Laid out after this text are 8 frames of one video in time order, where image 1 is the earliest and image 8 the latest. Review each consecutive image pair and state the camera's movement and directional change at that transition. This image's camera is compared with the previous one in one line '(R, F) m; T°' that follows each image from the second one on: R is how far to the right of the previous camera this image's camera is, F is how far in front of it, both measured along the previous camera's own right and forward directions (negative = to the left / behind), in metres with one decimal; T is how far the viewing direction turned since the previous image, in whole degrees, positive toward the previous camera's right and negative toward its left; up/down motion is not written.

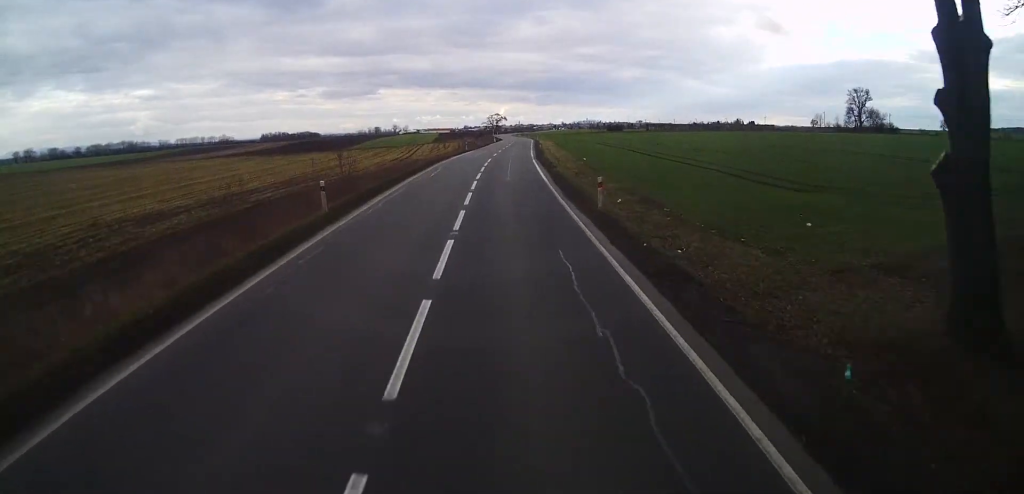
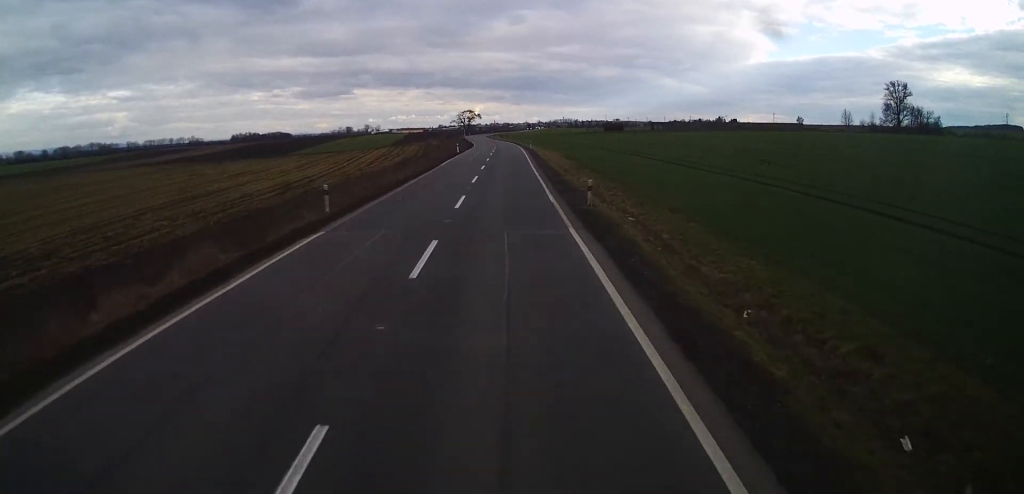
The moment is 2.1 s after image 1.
(-0.6, +48.0) m; 0°
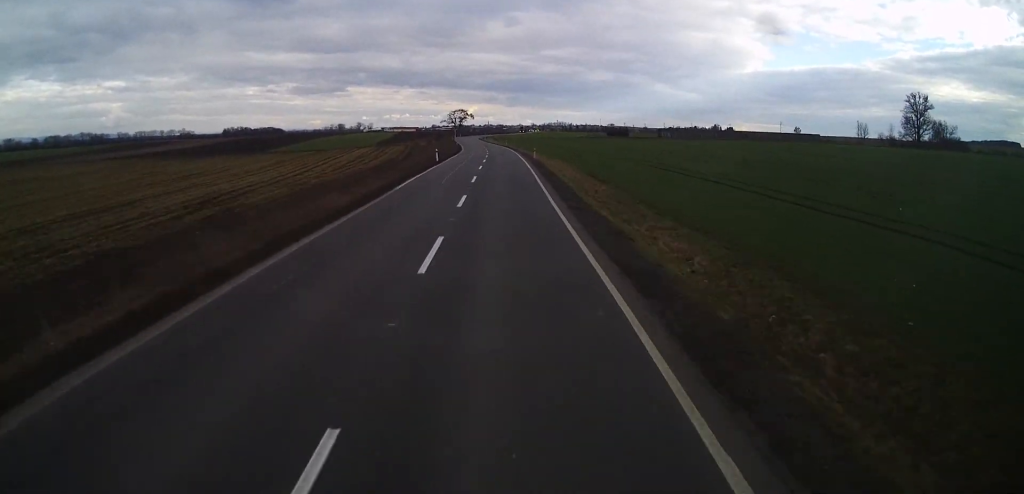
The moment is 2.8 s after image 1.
(0.0, +17.4) m; +1°
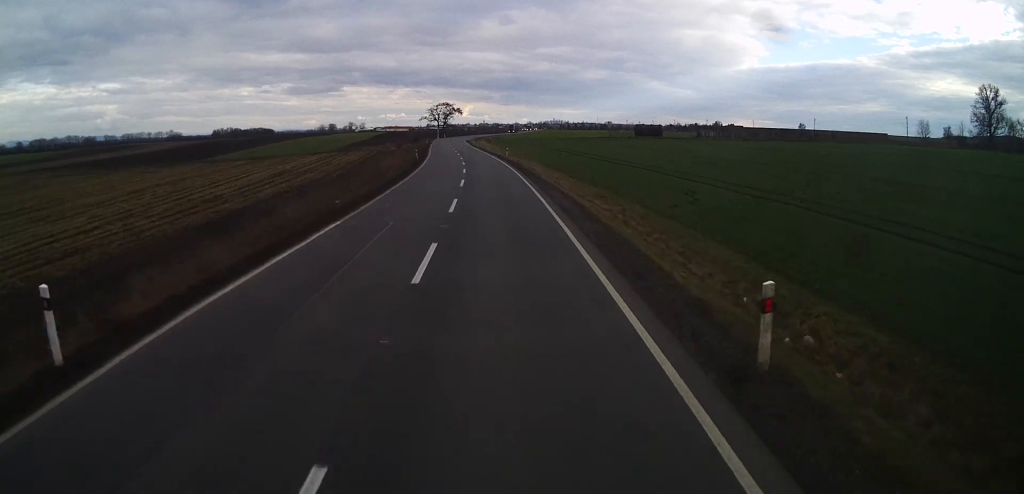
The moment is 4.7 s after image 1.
(+0.6, +46.0) m; +1°
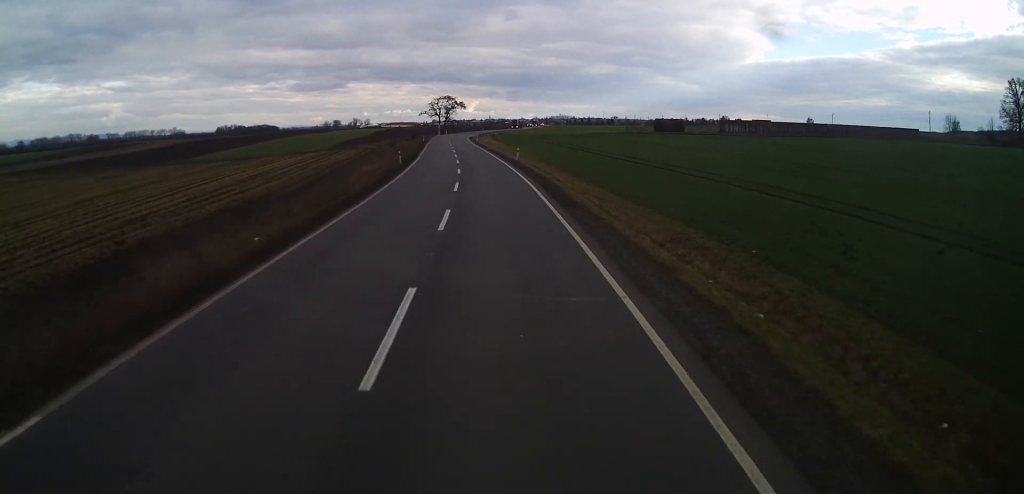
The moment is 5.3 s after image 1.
(0.0, +13.4) m; 0°
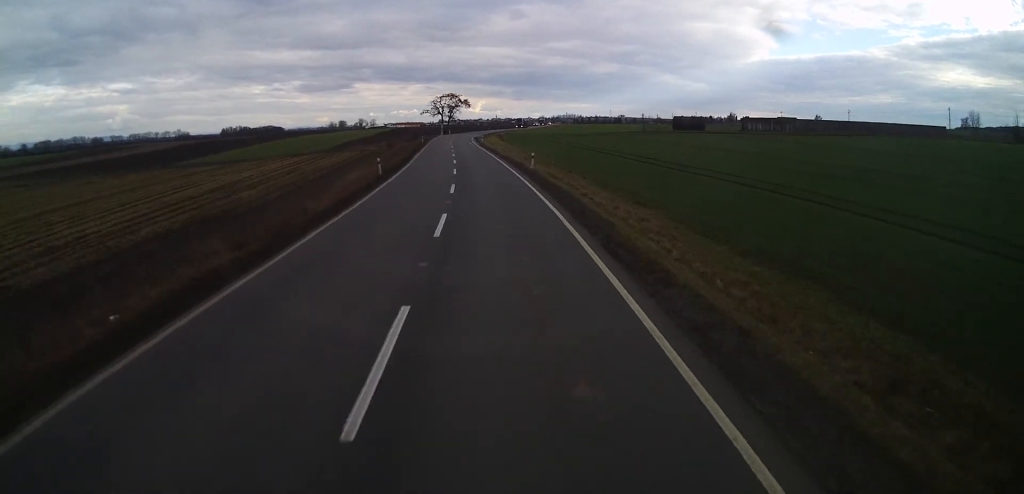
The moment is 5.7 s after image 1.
(+0.1, +10.2) m; 0°
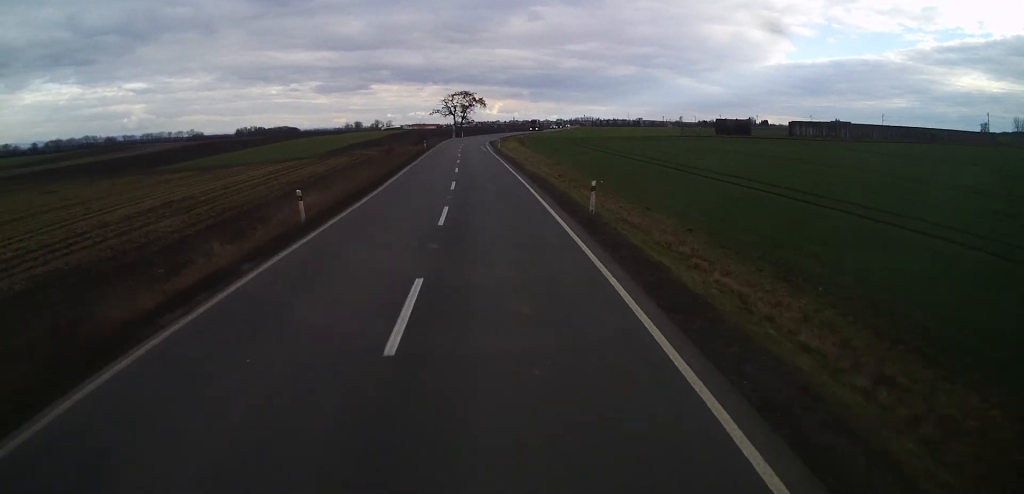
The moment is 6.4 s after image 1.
(-0.2, +16.2) m; -1°
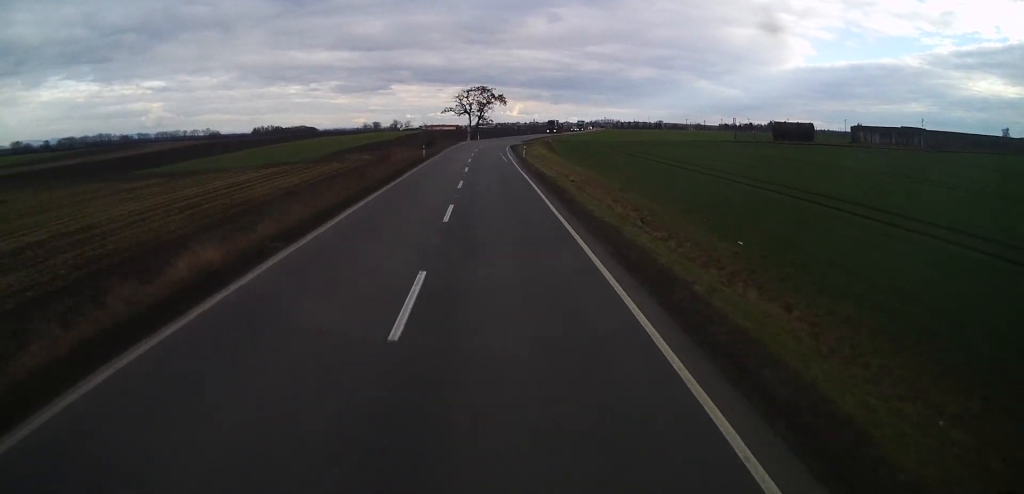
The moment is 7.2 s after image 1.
(-0.1, +17.5) m; -1°
